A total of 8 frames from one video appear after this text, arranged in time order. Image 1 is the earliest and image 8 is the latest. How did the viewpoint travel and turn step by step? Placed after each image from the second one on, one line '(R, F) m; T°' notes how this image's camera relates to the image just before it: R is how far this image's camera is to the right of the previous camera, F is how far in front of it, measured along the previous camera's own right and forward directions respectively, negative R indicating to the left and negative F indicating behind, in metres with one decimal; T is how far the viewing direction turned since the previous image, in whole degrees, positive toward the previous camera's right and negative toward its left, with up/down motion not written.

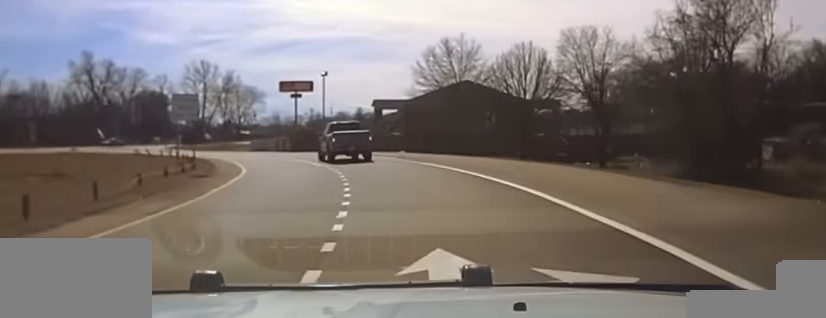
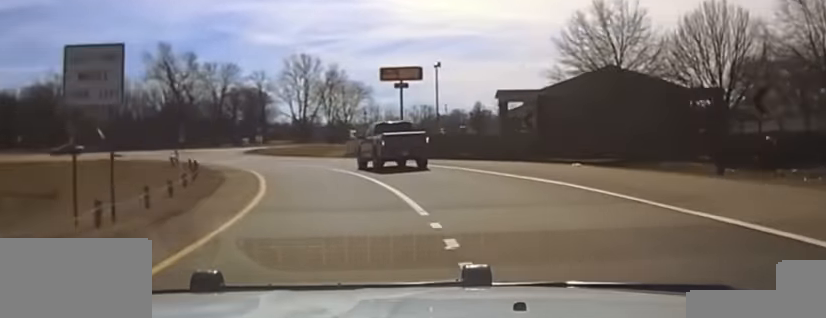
(-1.0, +22.1) m; -7°
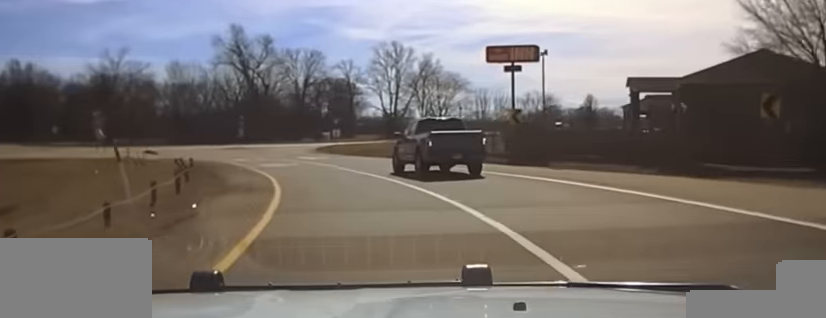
(-1.3, +16.7) m; -6°
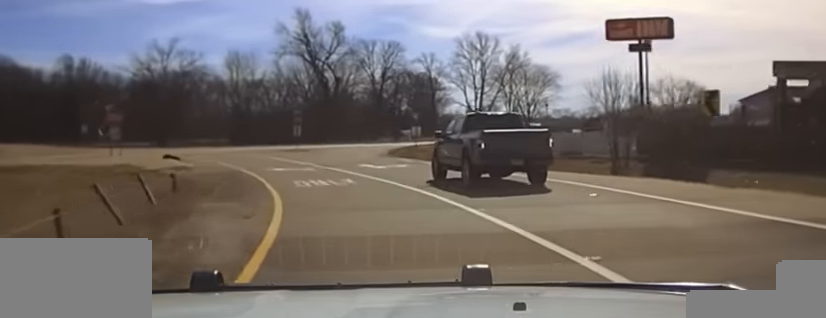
(-0.5, +12.6) m; -6°
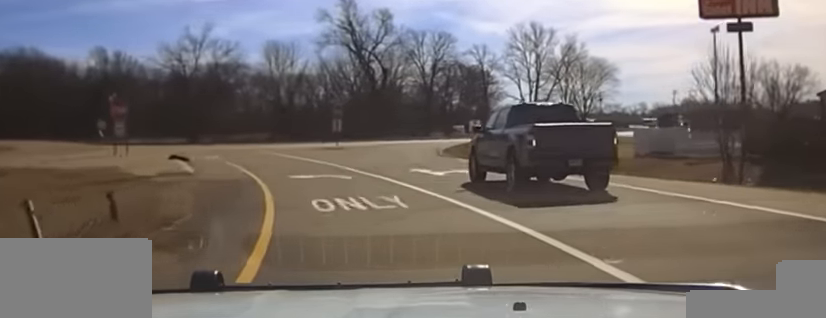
(-0.1, +7.2) m; -4°
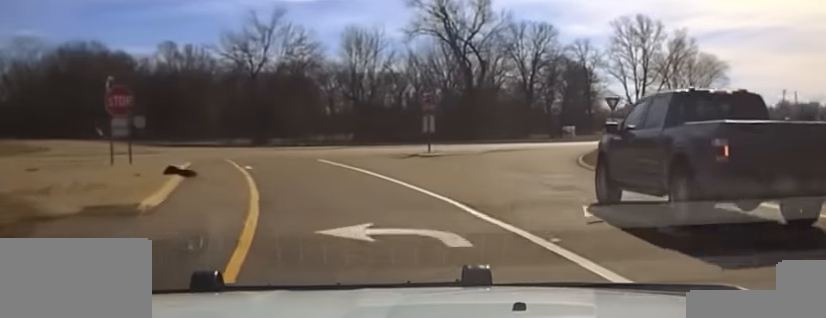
(-0.7, +11.3) m; -6°
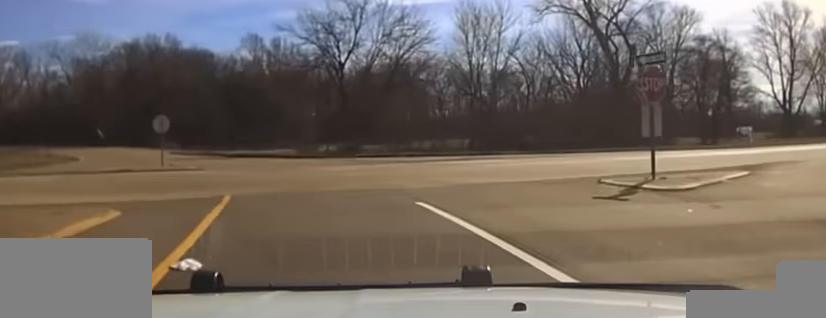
(-1.7, +19.1) m; -8°
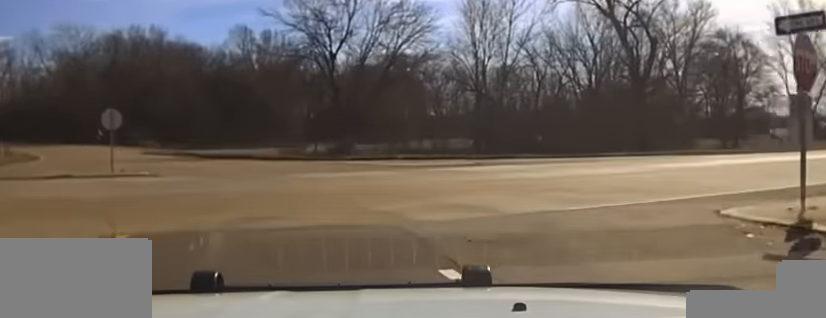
(-0.7, +8.6) m; 0°
